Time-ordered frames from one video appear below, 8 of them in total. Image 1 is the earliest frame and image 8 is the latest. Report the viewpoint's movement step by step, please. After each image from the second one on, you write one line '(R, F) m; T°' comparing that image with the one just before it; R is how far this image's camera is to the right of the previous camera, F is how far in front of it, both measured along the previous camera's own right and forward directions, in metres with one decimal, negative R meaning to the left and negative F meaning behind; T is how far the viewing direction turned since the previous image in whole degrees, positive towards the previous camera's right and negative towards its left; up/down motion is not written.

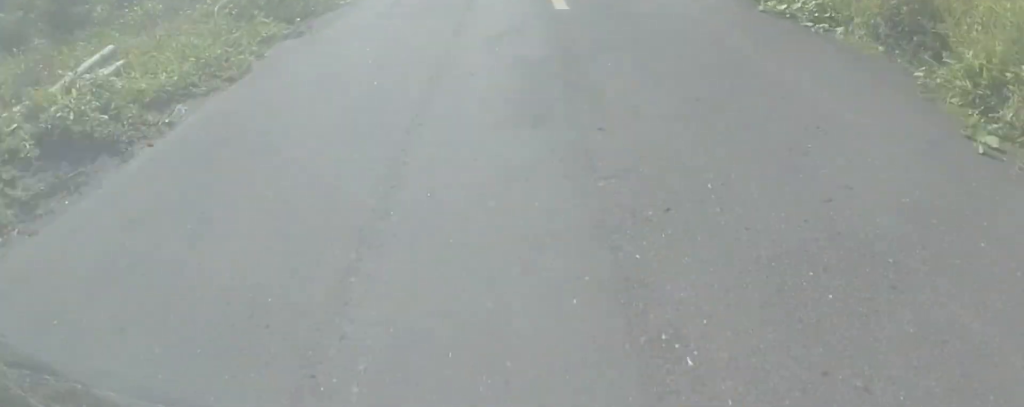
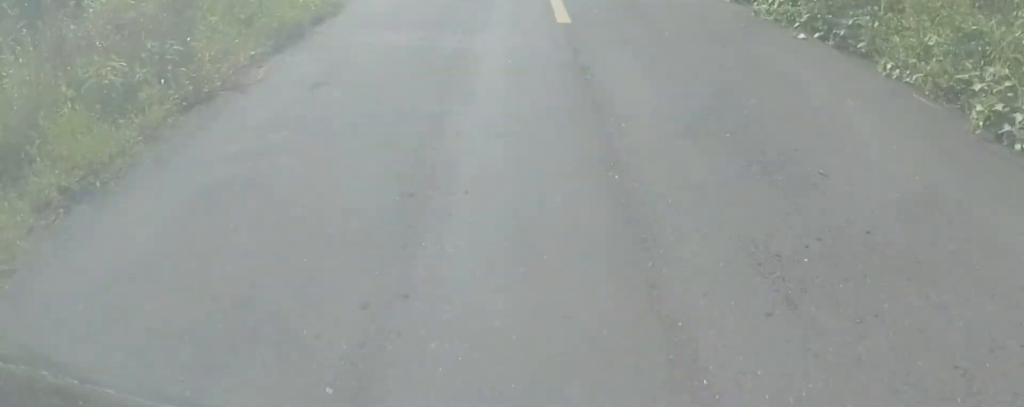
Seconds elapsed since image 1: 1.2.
(-0.7, +16.5) m; 0°
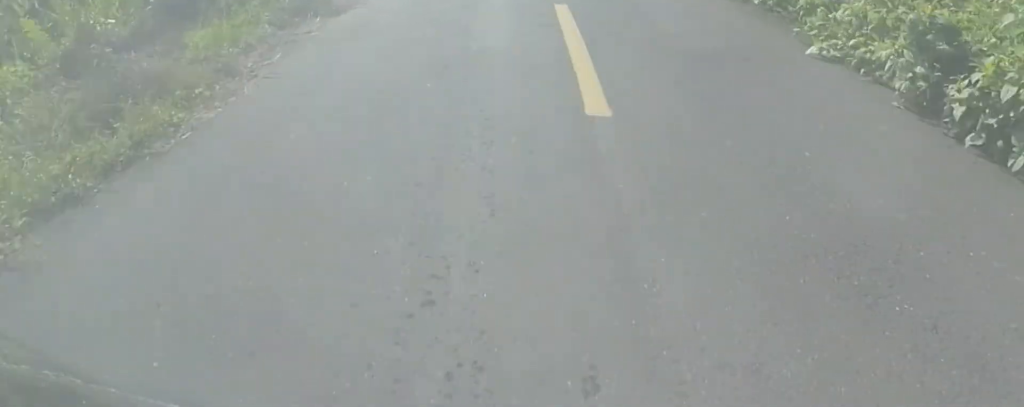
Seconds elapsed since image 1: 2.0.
(+0.3, +10.2) m; +1°
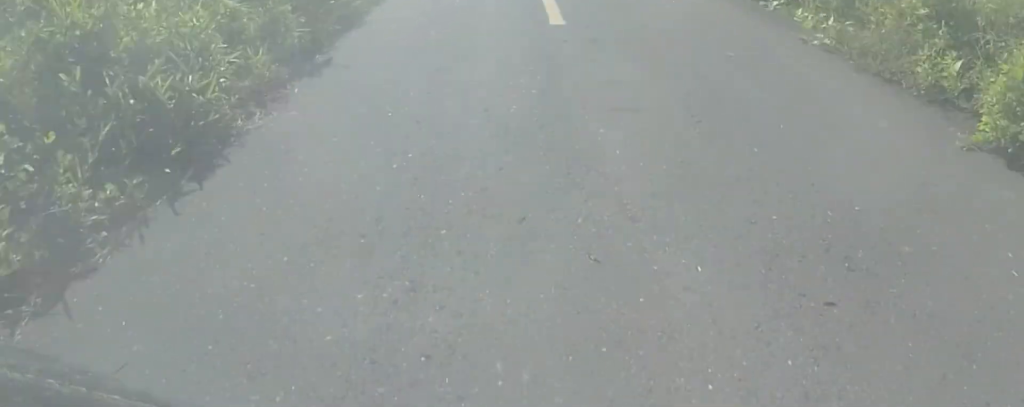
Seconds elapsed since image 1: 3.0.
(0.0, +13.7) m; 0°
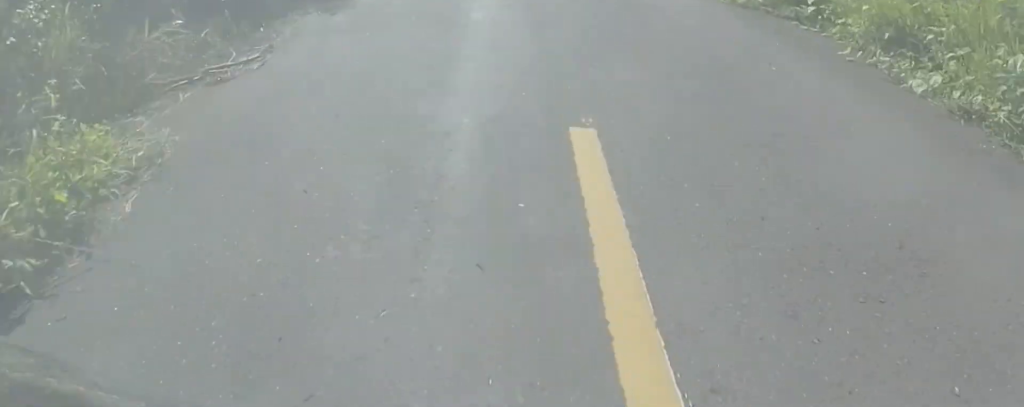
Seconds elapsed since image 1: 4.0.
(0.0, +13.3) m; 0°
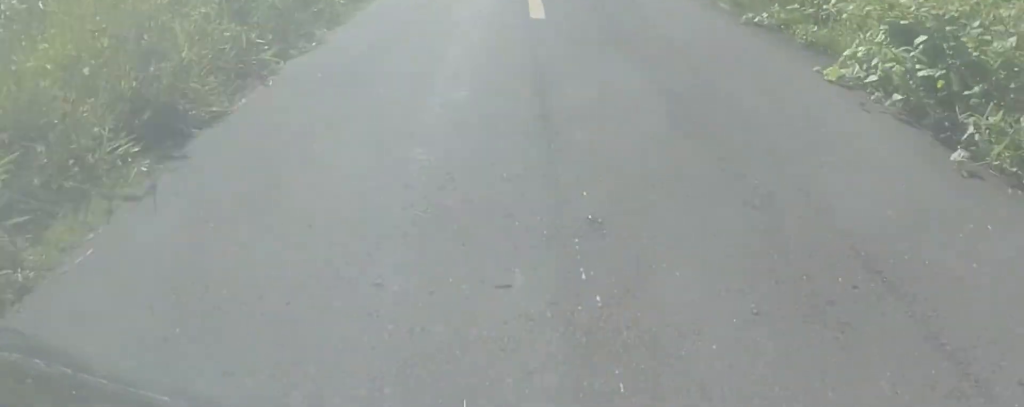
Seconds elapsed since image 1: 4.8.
(0.0, +10.2) m; 0°
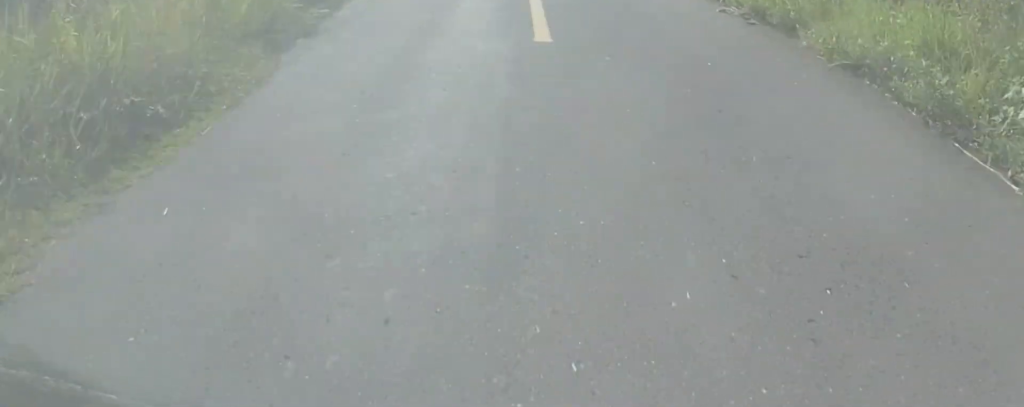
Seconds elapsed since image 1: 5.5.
(0.0, +8.8) m; 0°
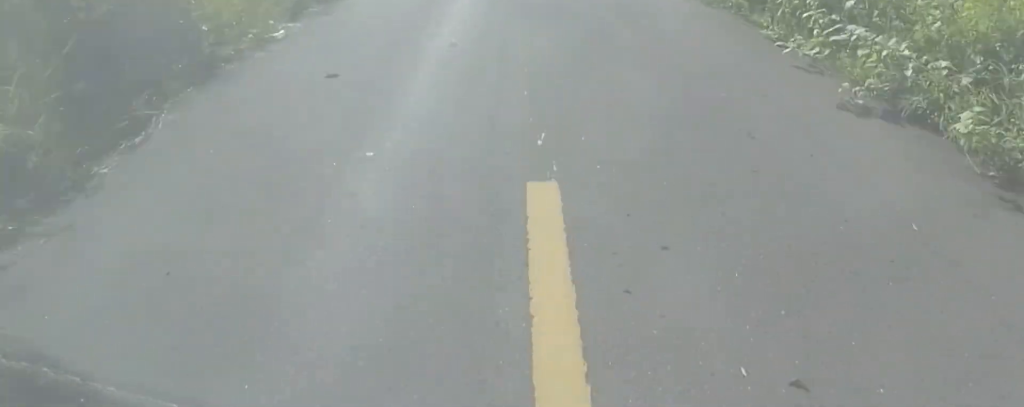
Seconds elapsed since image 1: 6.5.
(-0.1, +13.2) m; -8°
